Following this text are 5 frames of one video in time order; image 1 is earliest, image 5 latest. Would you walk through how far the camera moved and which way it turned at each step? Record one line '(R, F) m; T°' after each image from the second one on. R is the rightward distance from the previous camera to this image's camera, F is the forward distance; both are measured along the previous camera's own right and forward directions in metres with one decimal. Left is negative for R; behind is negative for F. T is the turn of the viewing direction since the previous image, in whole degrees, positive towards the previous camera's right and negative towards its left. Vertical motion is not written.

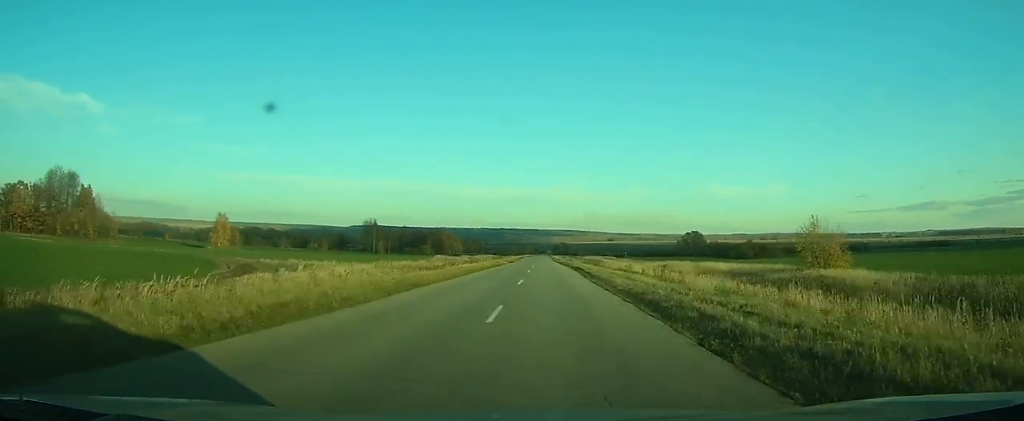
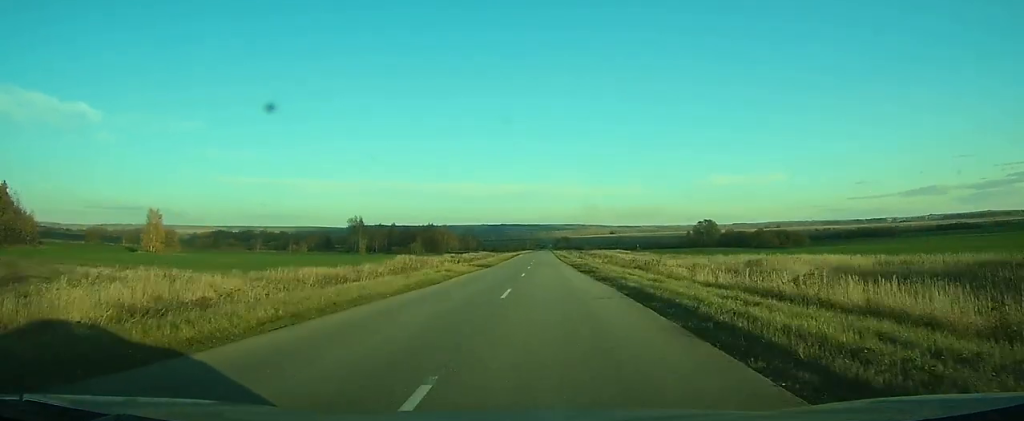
(+0.1, +31.4) m; 0°
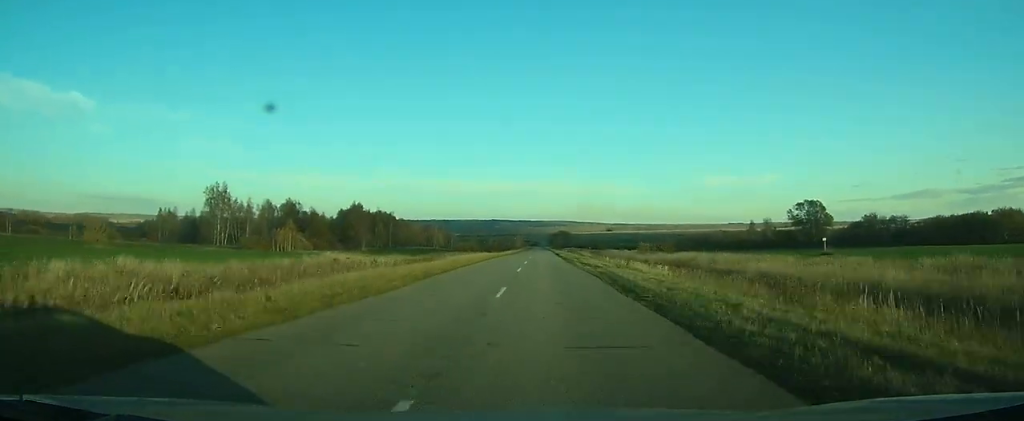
(-1.3, +157.5) m; -1°
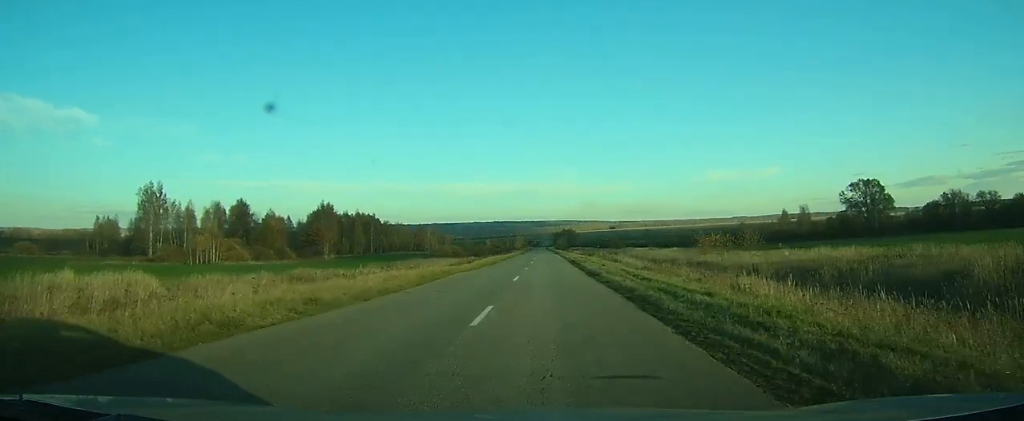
(+0.1, +39.3) m; 0°
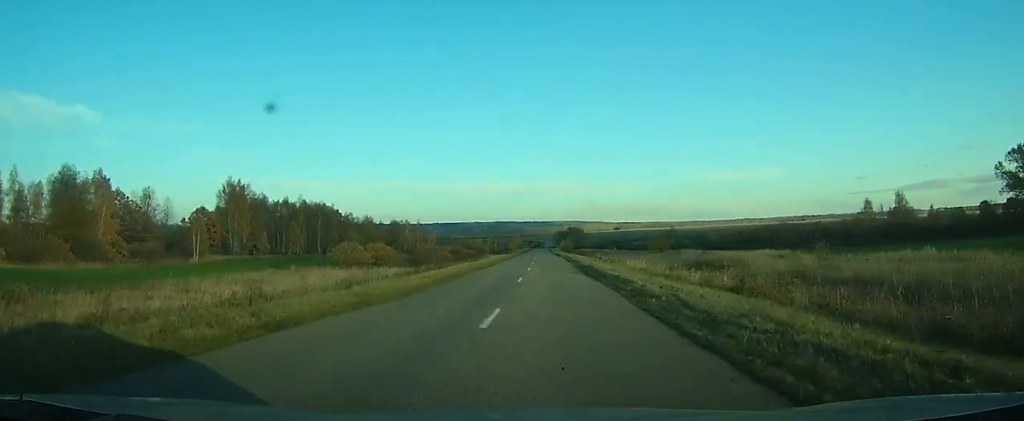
(+0.1, +73.1) m; 0°
